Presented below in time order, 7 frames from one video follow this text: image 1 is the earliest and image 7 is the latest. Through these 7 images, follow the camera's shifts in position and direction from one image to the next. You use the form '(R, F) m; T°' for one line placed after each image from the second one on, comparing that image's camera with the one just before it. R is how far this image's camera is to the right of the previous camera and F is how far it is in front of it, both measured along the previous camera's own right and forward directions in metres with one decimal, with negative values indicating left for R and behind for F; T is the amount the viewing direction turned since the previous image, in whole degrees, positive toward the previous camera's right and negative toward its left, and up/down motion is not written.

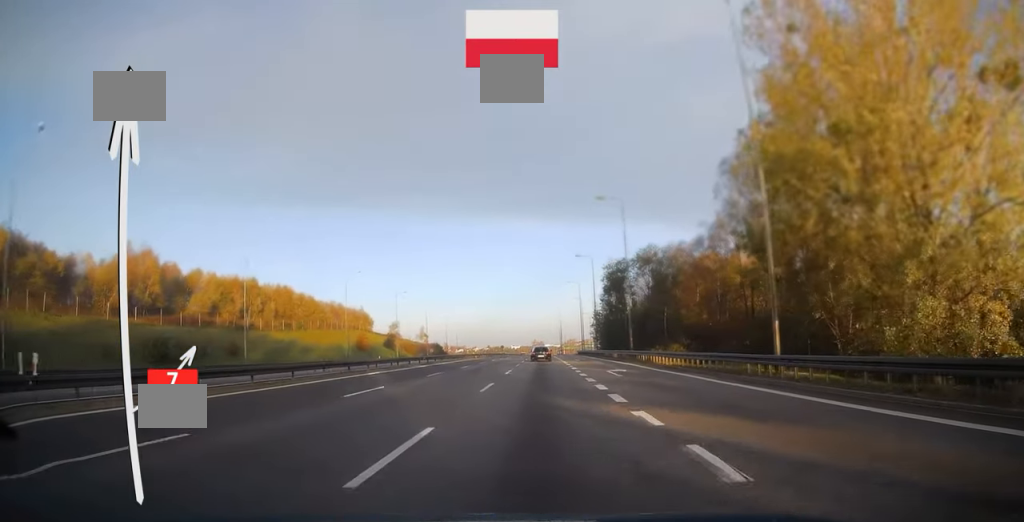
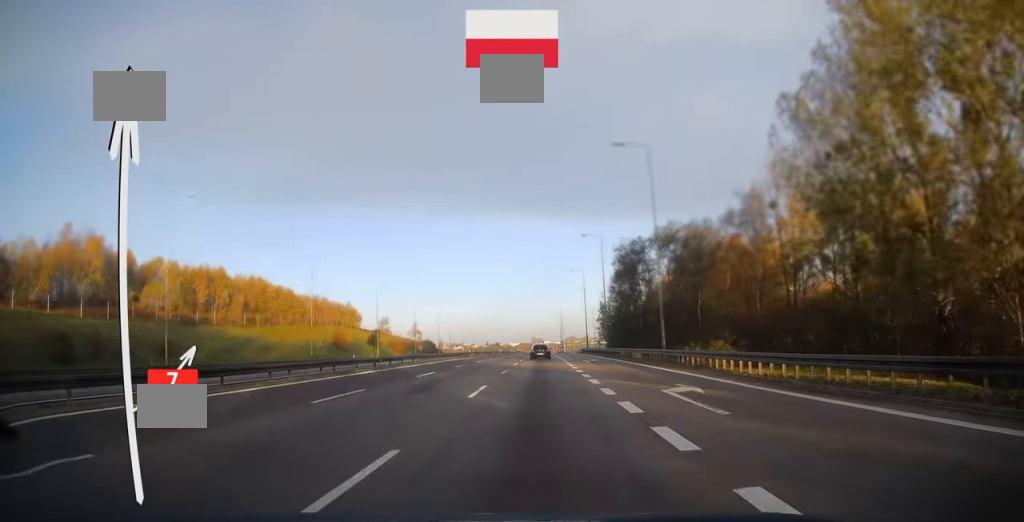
(0.0, +14.3) m; 0°
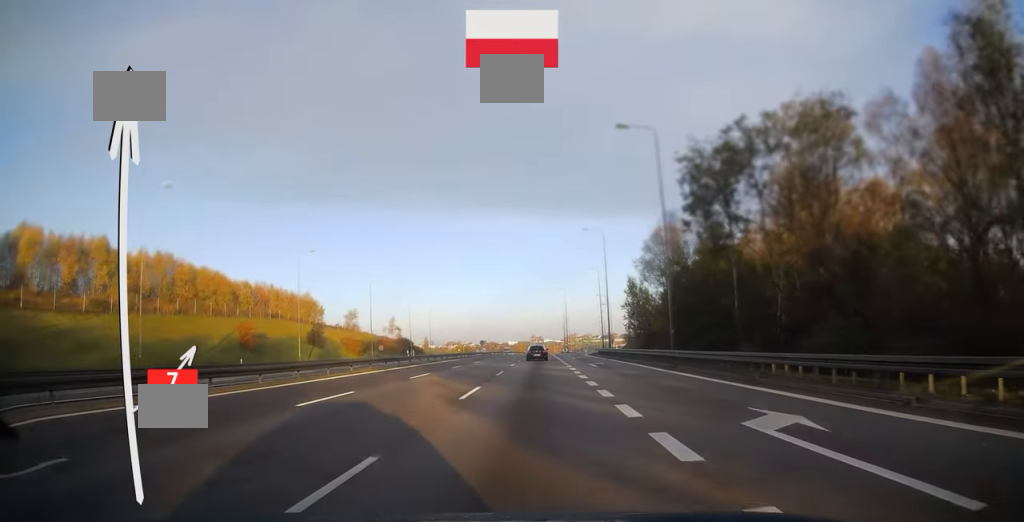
(-0.1, +36.4) m; 0°
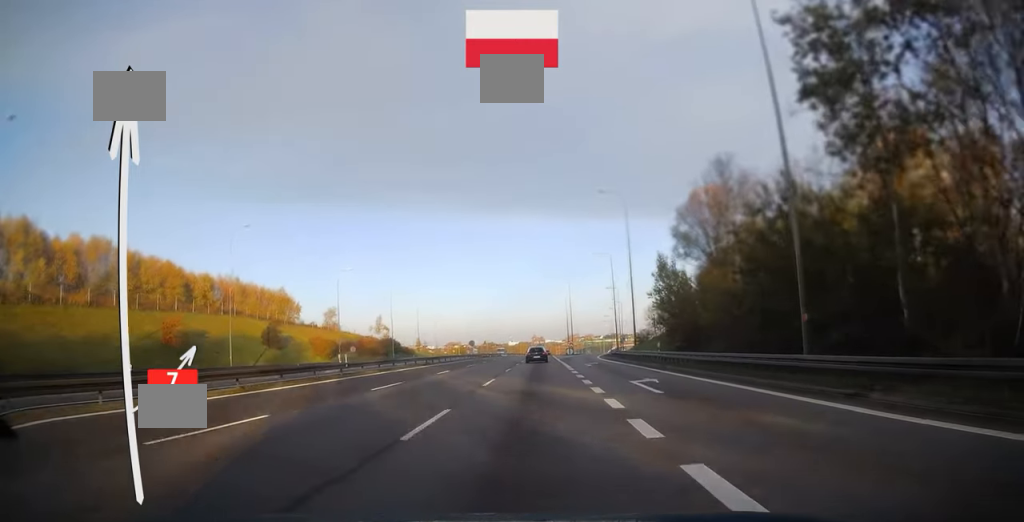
(0.0, +18.0) m; 0°
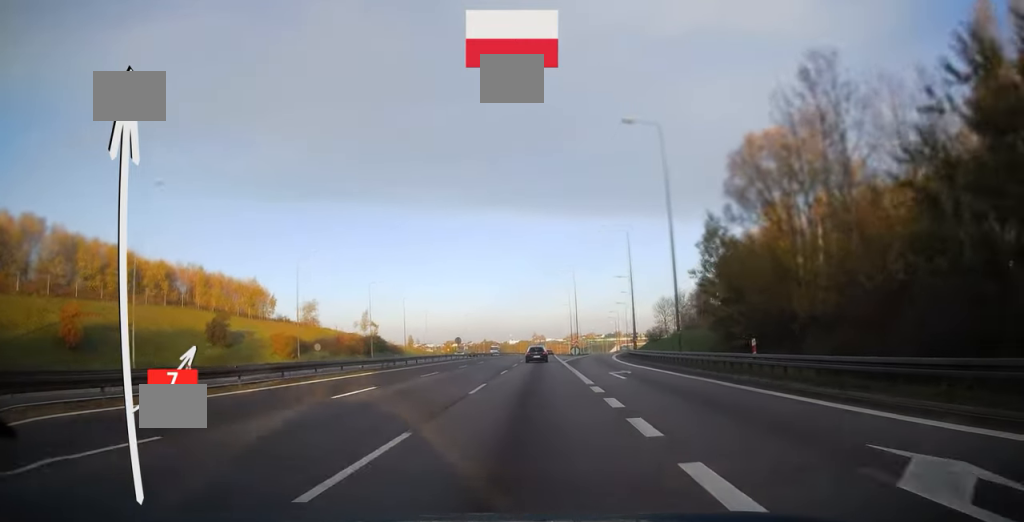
(0.0, +15.9) m; 0°
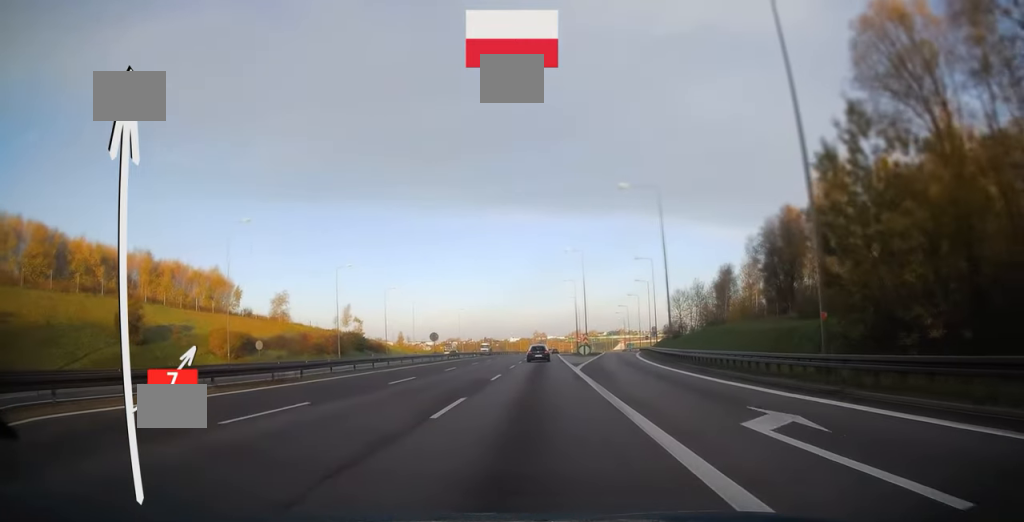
(0.0, +18.0) m; 0°
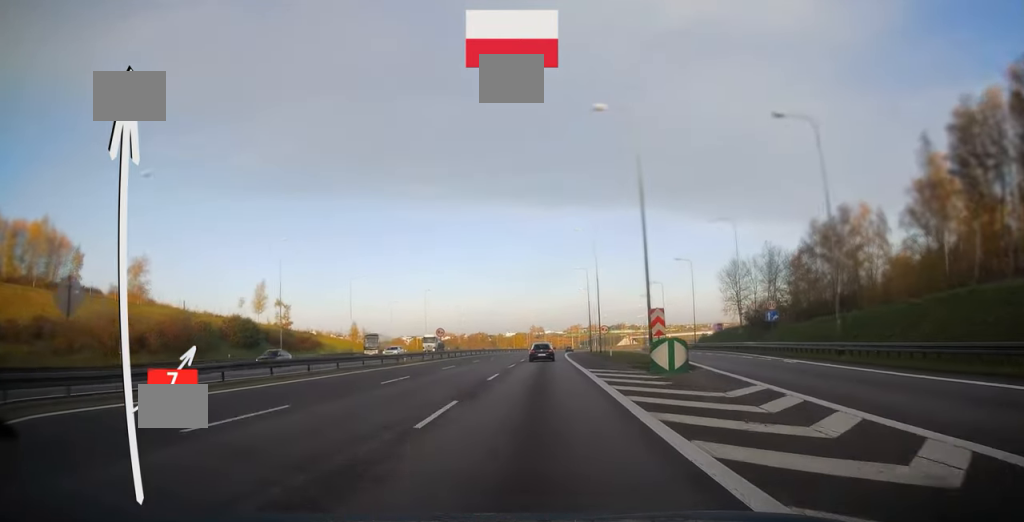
(+0.3, +49.5) m; 0°
